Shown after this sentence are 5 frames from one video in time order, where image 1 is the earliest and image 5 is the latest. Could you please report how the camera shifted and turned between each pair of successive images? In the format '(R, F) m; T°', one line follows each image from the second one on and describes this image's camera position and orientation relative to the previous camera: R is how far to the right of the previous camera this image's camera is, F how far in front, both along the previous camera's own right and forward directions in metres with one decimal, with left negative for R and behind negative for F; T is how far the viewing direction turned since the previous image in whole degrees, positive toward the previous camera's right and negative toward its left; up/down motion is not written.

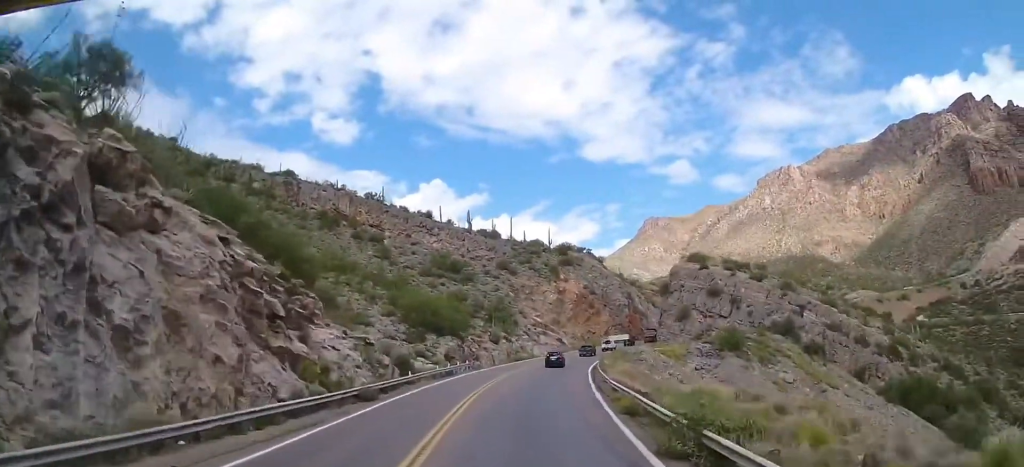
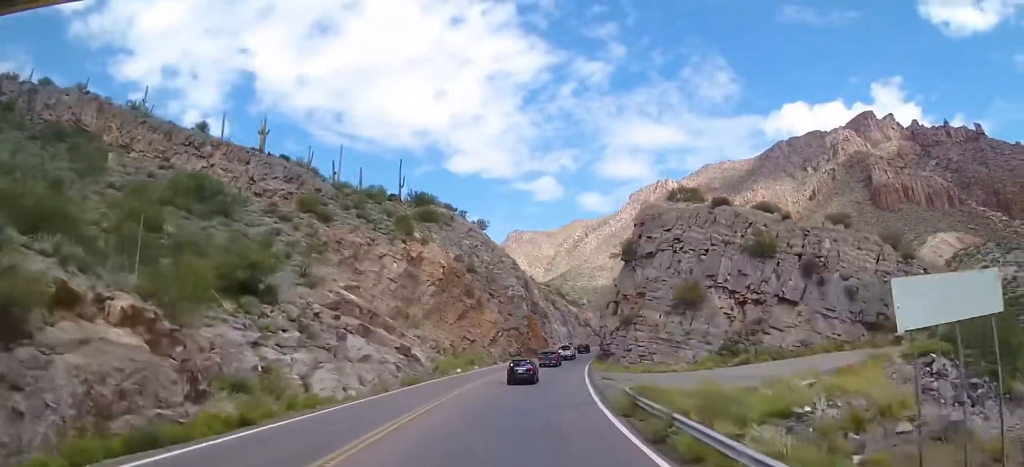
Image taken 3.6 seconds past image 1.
(+8.6, +62.4) m; +18°
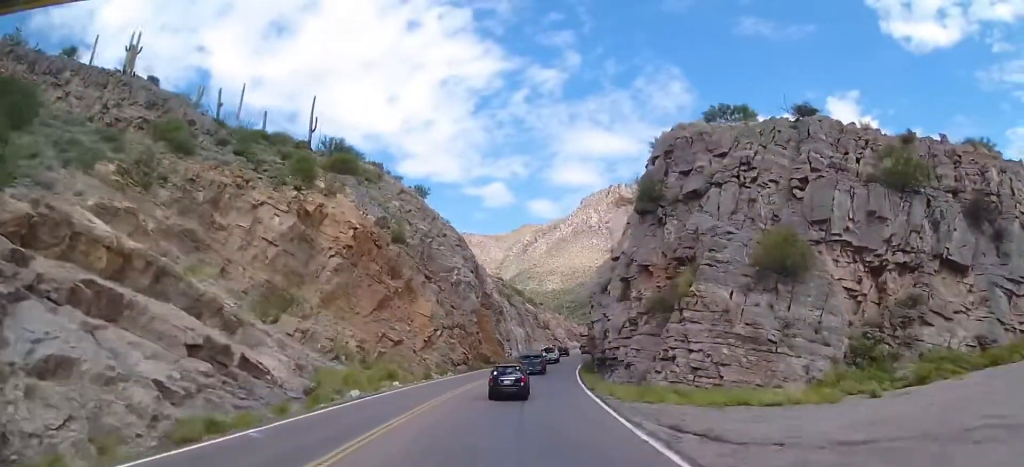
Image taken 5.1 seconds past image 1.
(+1.9, +26.4) m; +6°
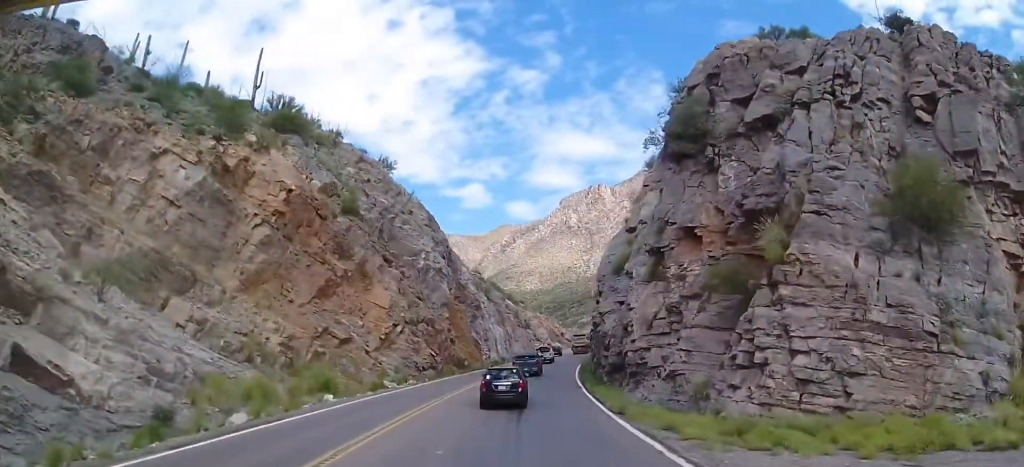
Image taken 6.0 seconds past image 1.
(+0.1, +14.0) m; +1°
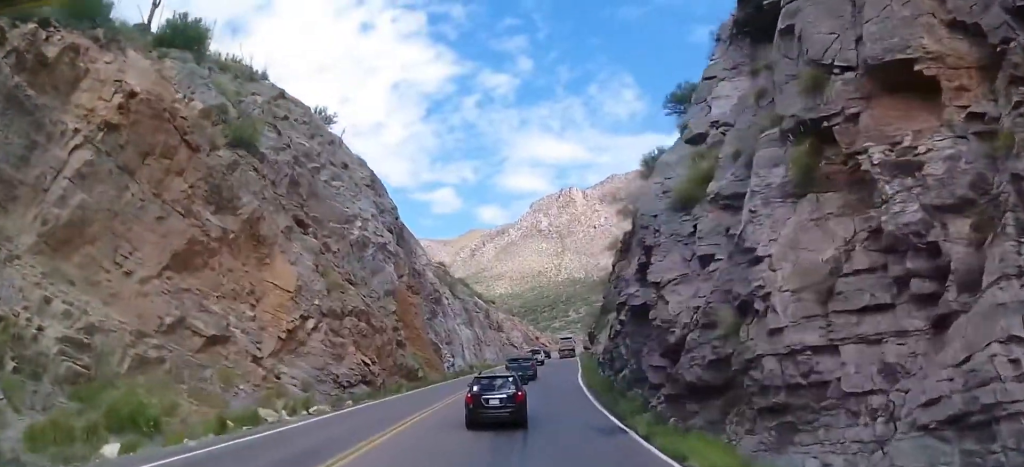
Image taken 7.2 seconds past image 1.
(+0.5, +19.3) m; +3°
